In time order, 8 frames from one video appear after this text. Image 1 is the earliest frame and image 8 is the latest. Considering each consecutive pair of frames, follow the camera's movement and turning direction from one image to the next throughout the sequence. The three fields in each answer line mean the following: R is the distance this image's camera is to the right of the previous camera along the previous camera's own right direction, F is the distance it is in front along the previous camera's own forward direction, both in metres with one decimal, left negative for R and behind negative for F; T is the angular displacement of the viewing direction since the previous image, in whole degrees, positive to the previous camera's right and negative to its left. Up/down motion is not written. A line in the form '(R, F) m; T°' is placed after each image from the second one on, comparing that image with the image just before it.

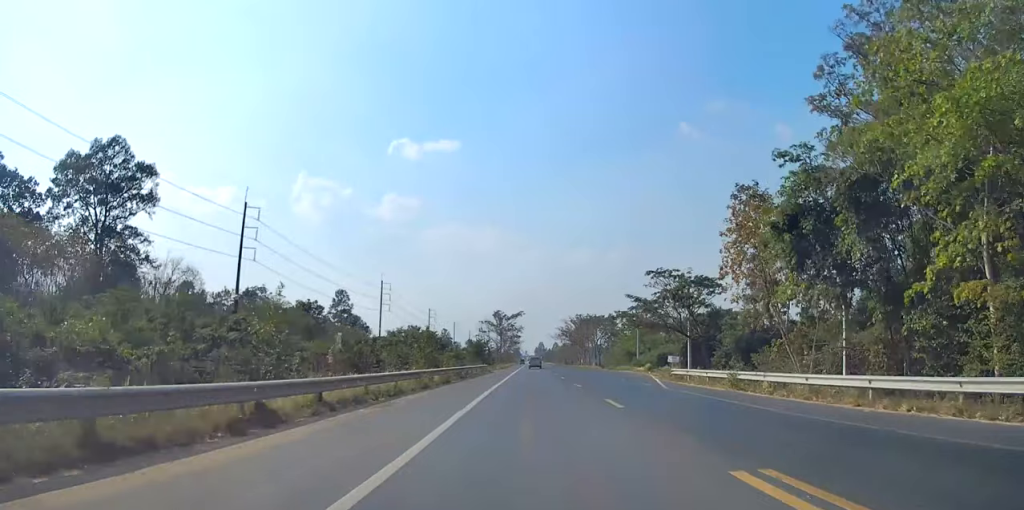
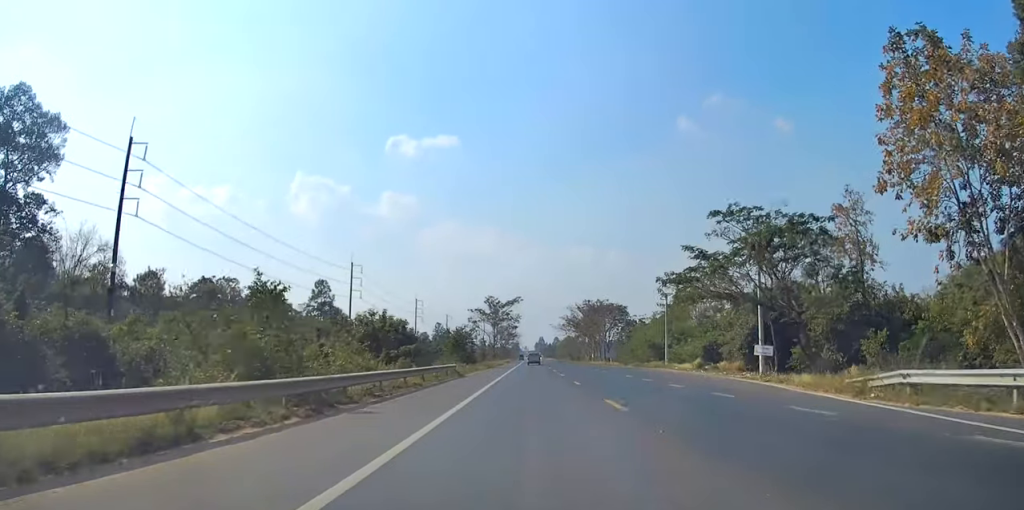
(0.0, +26.8) m; 0°
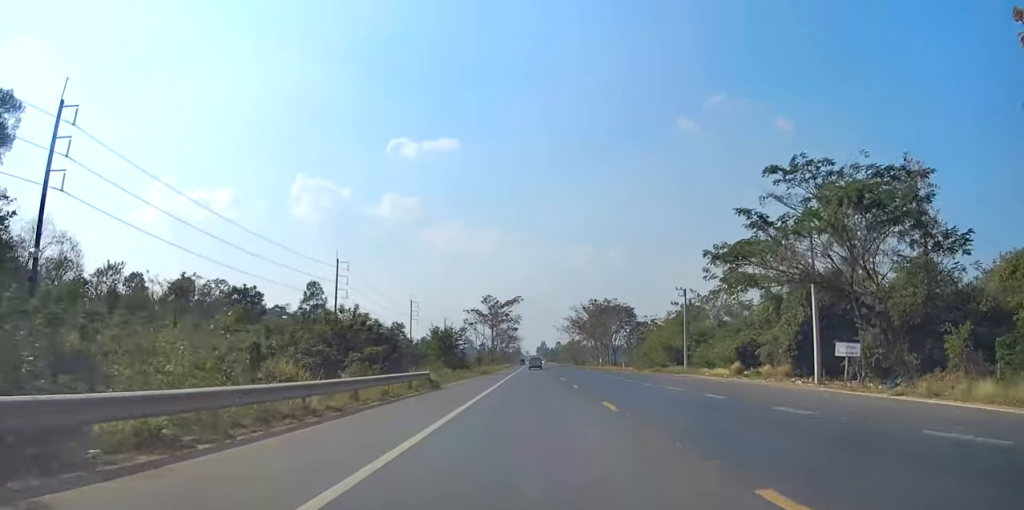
(0.0, +10.6) m; 0°
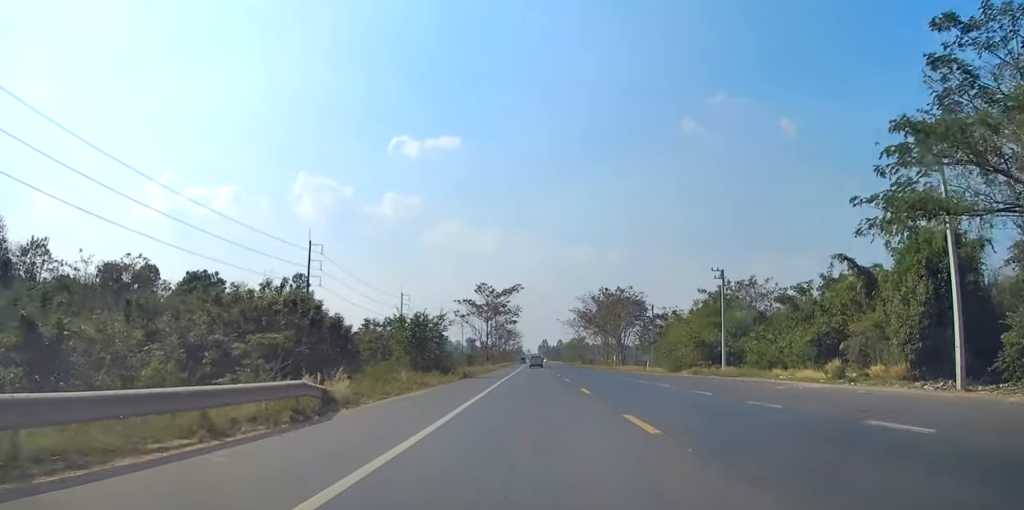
(-0.1, +16.8) m; 0°
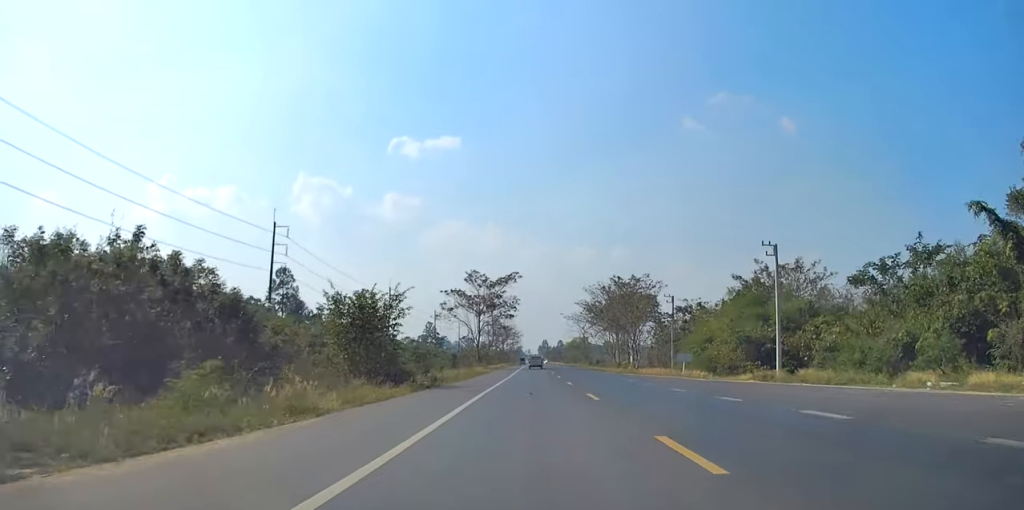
(0.0, +15.1) m; 0°
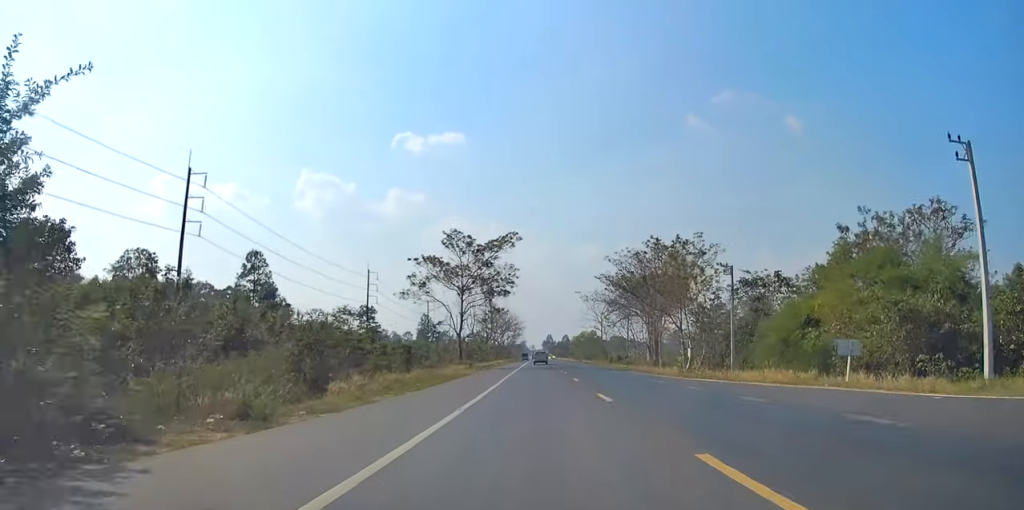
(+0.2, +26.0) m; 0°
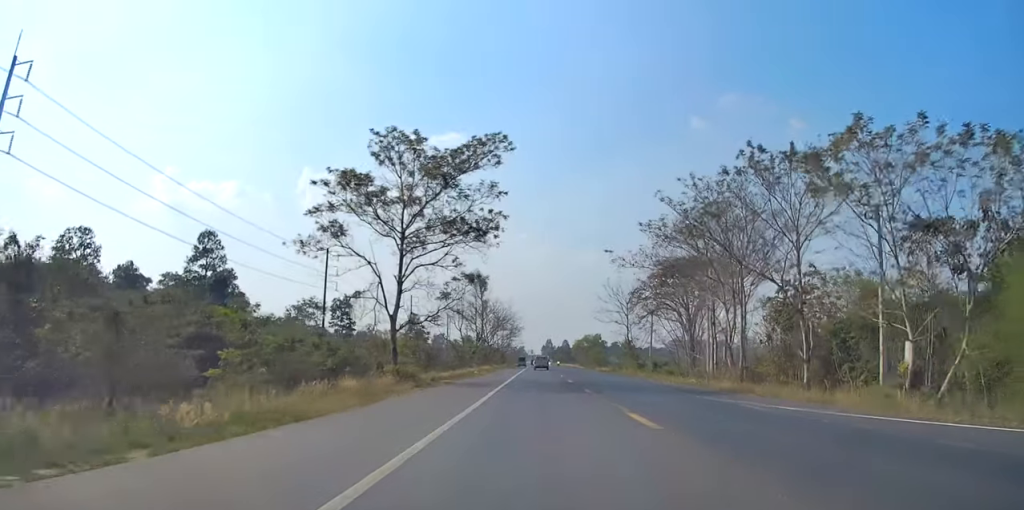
(-0.2, +29.5) m; -1°
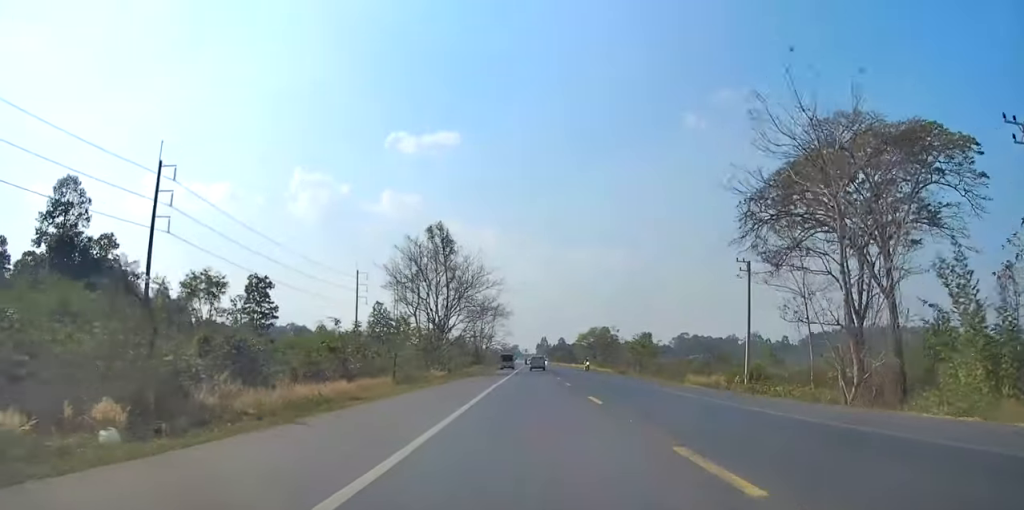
(-0.2, +53.6) m; 0°
